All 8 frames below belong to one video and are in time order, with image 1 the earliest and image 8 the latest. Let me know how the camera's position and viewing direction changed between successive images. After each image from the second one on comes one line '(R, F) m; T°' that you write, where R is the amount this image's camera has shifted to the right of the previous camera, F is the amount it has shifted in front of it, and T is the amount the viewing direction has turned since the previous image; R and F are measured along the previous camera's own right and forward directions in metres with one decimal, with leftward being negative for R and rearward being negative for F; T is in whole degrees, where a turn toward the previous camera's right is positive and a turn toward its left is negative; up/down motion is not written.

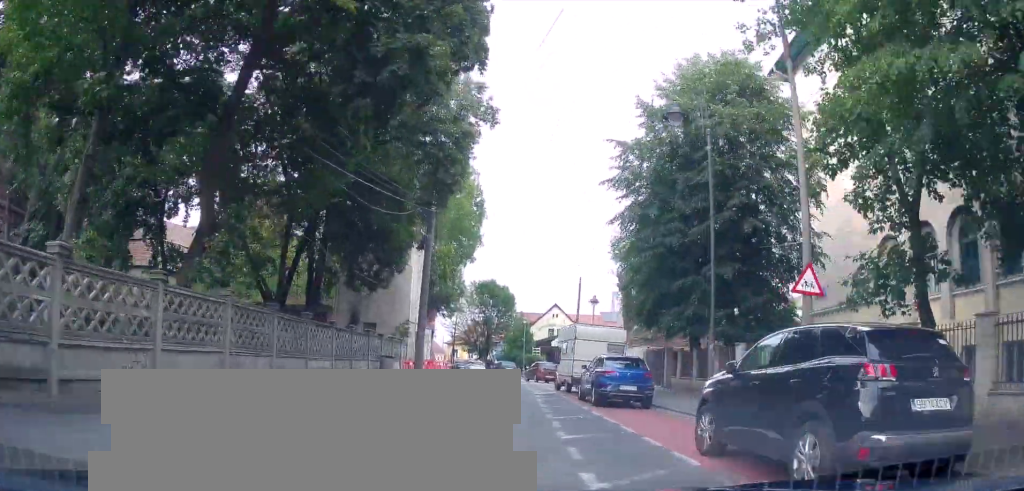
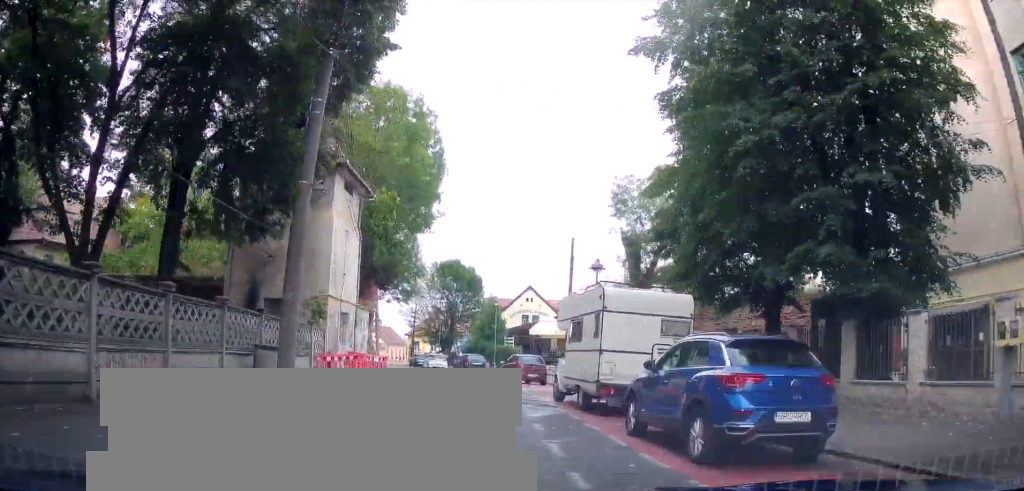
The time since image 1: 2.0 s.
(+2.0, +9.7) m; +2°
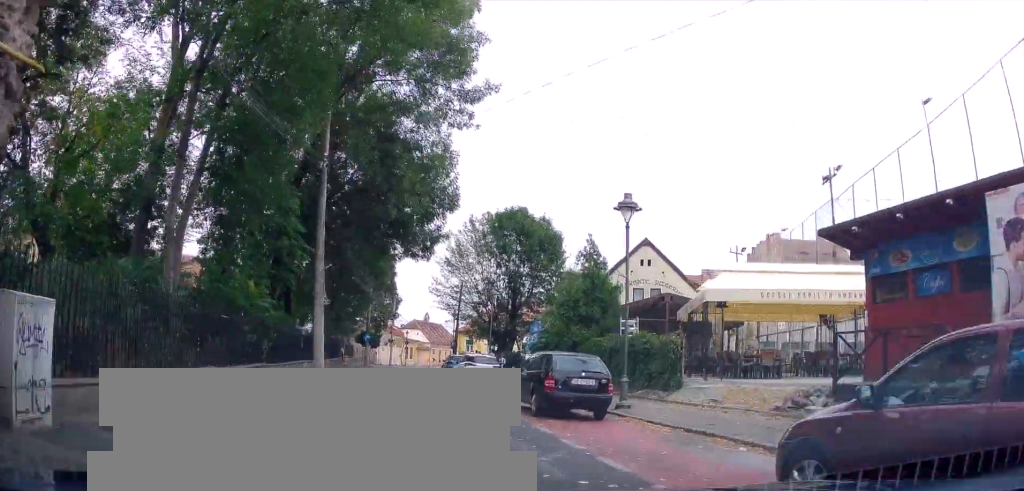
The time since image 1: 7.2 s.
(-1.1, +24.7) m; -11°
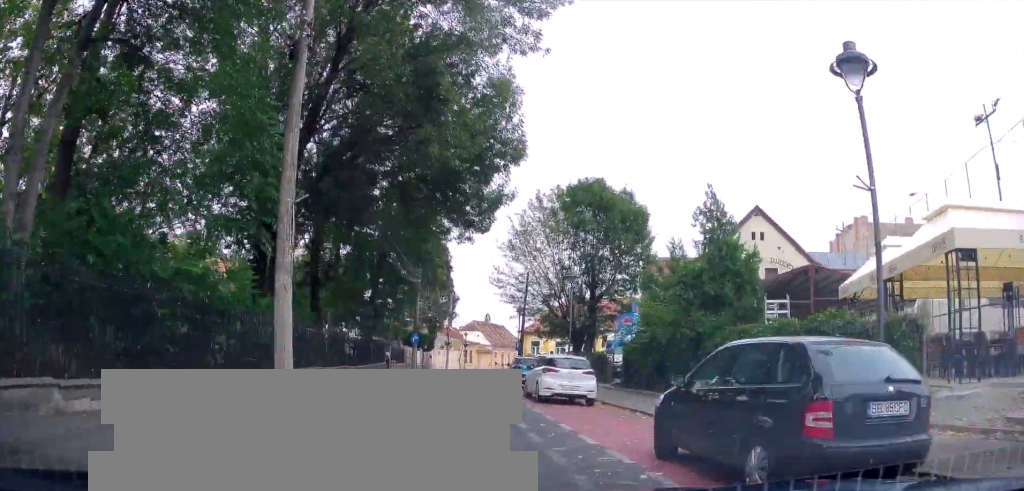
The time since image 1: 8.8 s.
(-0.6, +7.6) m; +1°
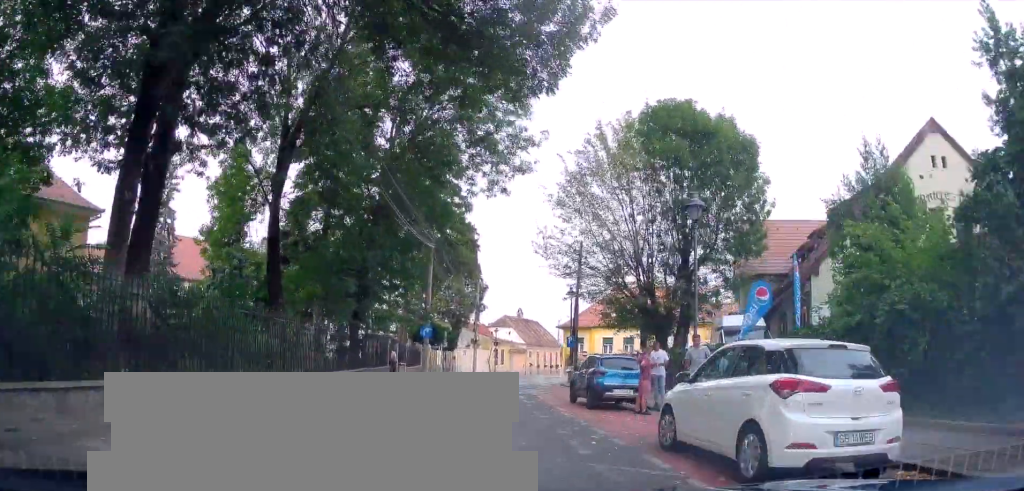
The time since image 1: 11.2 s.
(-1.2, +10.6) m; +2°
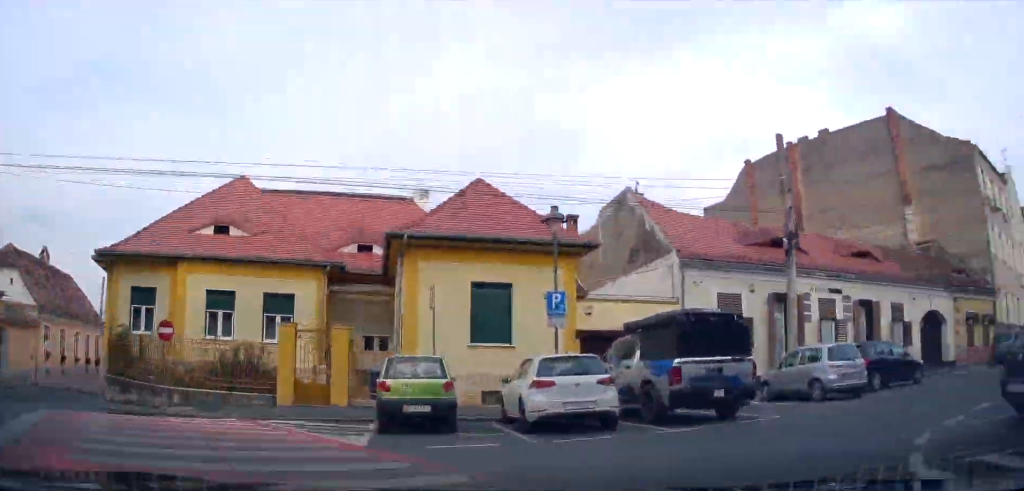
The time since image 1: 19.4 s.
(+1.5, +36.4) m; +24°
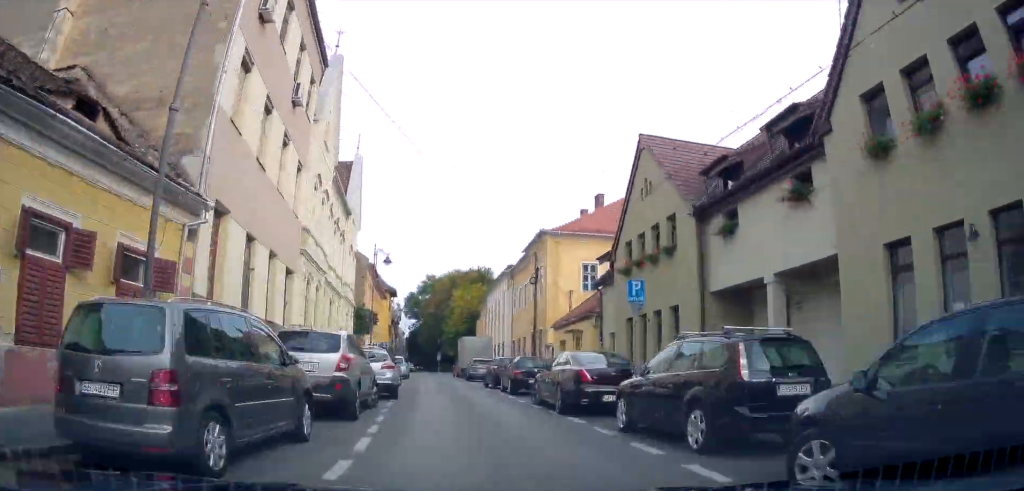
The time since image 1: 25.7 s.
(+18.7, +17.1) m; +76°
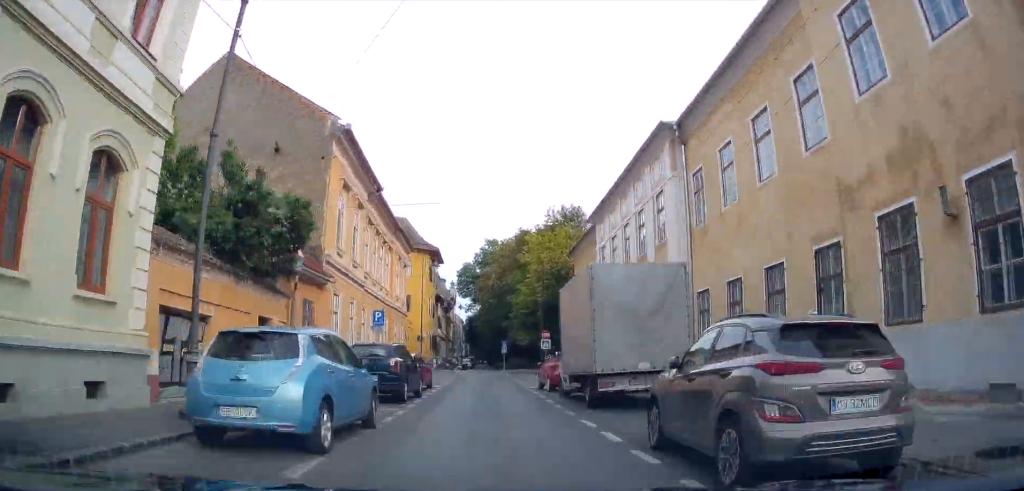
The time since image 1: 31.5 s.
(+11.6, +26.1) m; +17°
